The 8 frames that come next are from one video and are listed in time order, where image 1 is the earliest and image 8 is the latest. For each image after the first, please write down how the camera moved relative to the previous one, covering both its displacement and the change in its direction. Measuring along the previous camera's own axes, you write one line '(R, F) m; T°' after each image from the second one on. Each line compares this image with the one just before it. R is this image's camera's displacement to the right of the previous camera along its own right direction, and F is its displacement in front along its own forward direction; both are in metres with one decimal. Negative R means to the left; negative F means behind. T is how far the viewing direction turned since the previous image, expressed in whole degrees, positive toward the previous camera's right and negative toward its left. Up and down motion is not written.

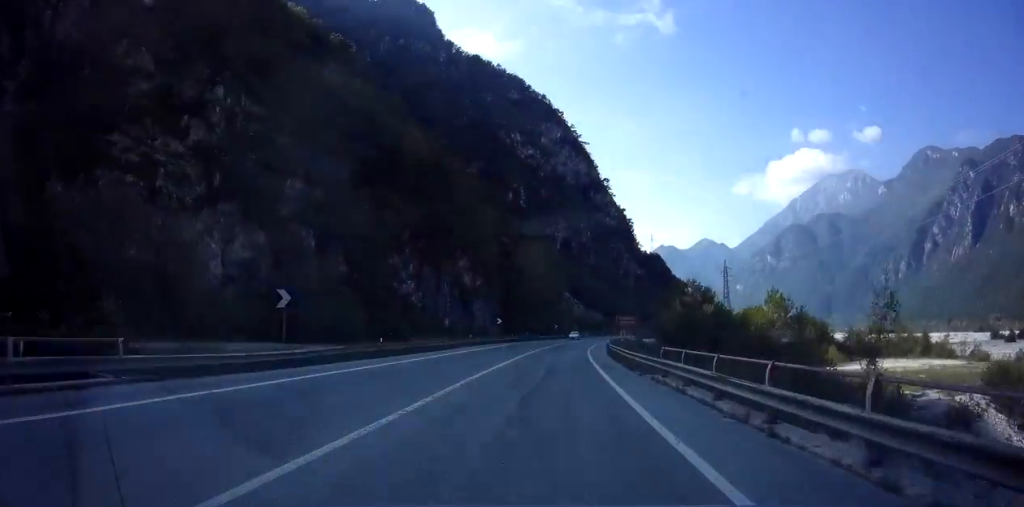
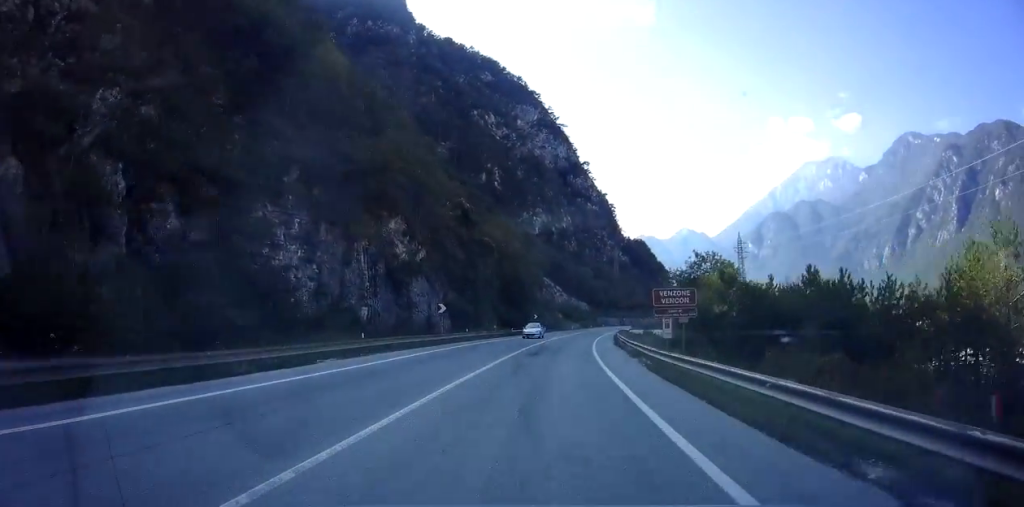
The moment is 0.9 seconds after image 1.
(+0.6, +21.3) m; +3°
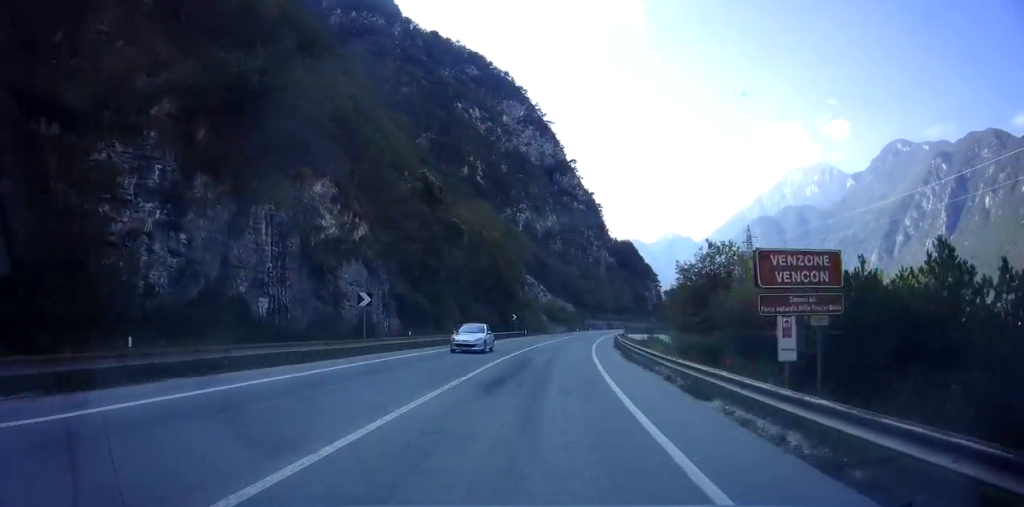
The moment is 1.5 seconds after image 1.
(+0.3, +12.2) m; +1°
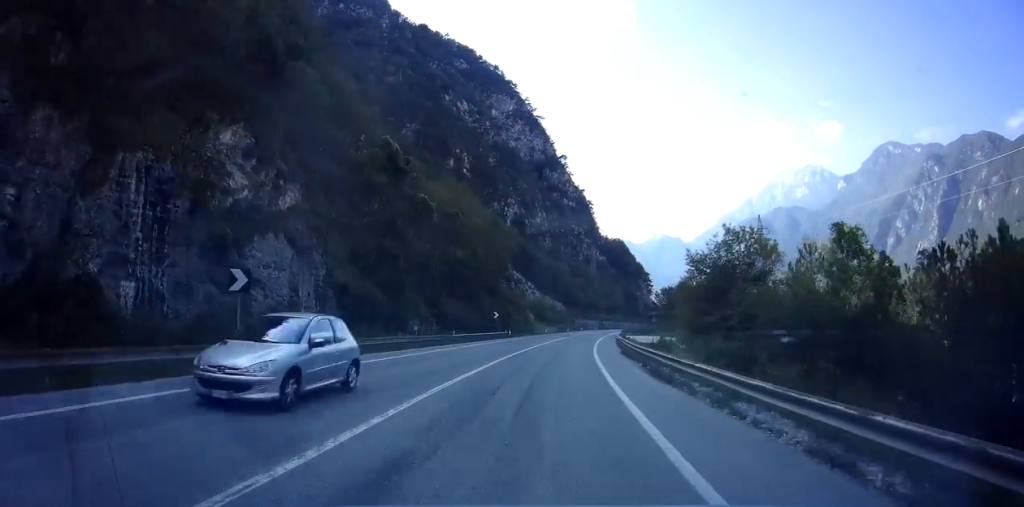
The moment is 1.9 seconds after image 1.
(0.0, +9.9) m; +1°
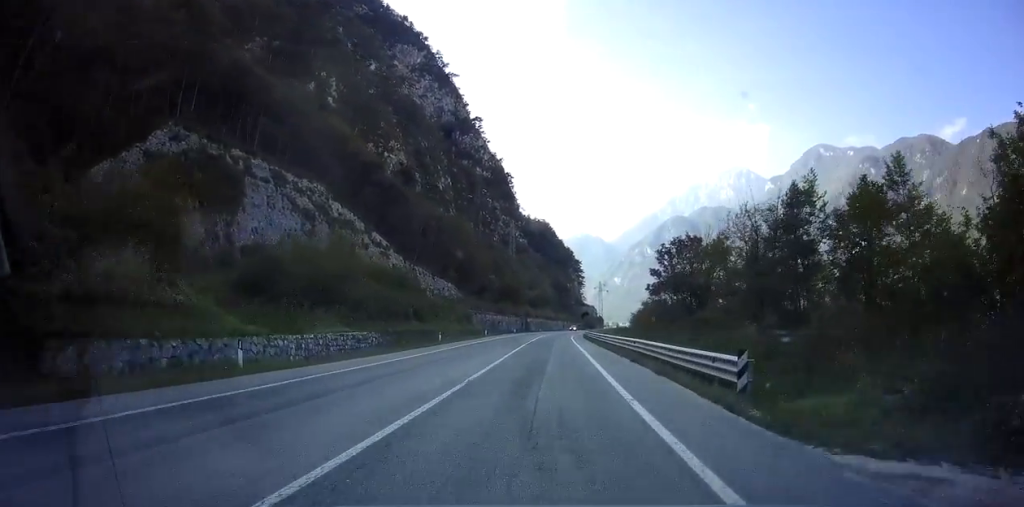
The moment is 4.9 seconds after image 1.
(+4.9, +68.9) m; +8°
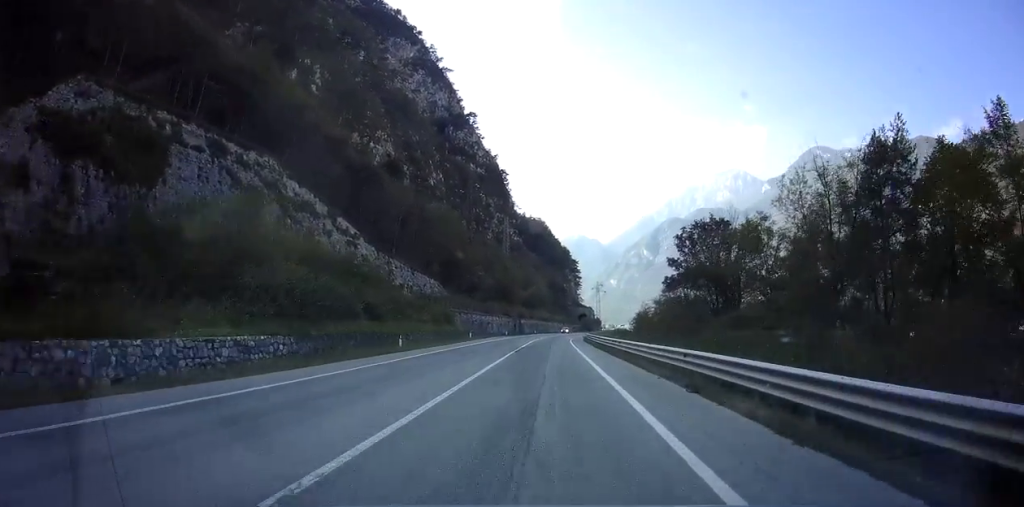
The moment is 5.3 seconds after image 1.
(+0.1, +10.1) m; +1°
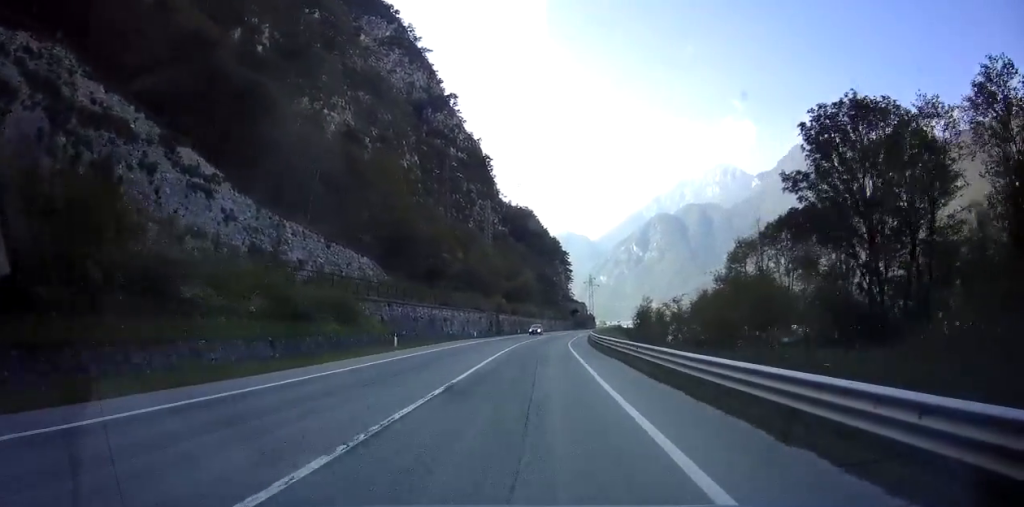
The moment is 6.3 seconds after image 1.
(+0.1, +23.4) m; +1°
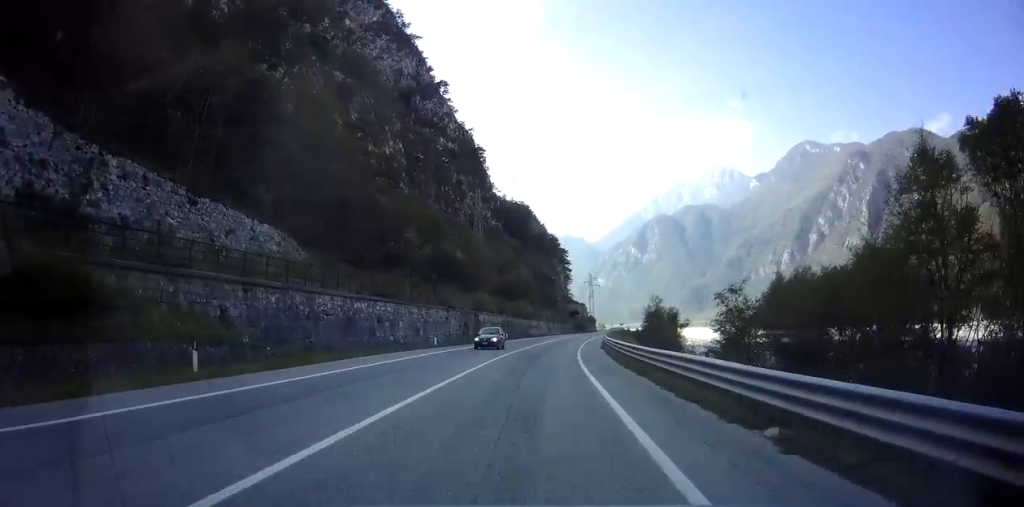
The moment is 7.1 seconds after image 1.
(+0.2, +17.9) m; +1°
